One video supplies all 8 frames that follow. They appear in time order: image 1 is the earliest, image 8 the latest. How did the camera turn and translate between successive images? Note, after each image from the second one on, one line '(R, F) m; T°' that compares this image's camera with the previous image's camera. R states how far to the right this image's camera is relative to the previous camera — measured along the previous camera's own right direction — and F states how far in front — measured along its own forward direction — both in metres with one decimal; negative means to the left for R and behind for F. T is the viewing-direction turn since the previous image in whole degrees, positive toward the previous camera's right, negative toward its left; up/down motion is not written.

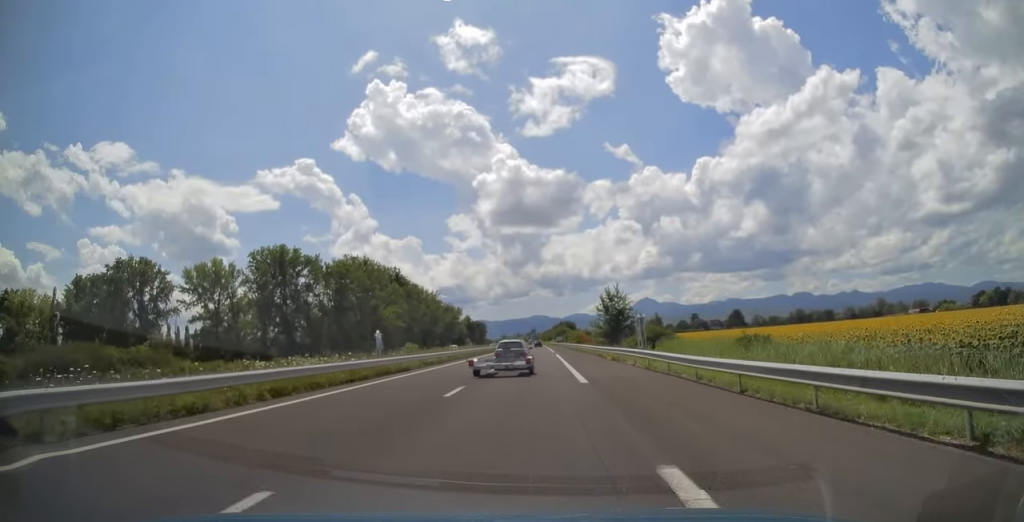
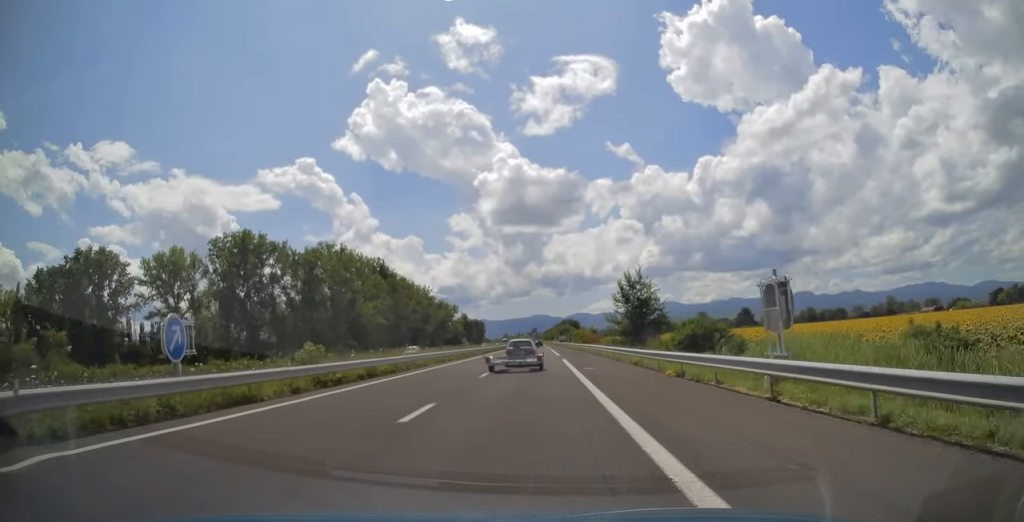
(0.0, +17.8) m; 0°
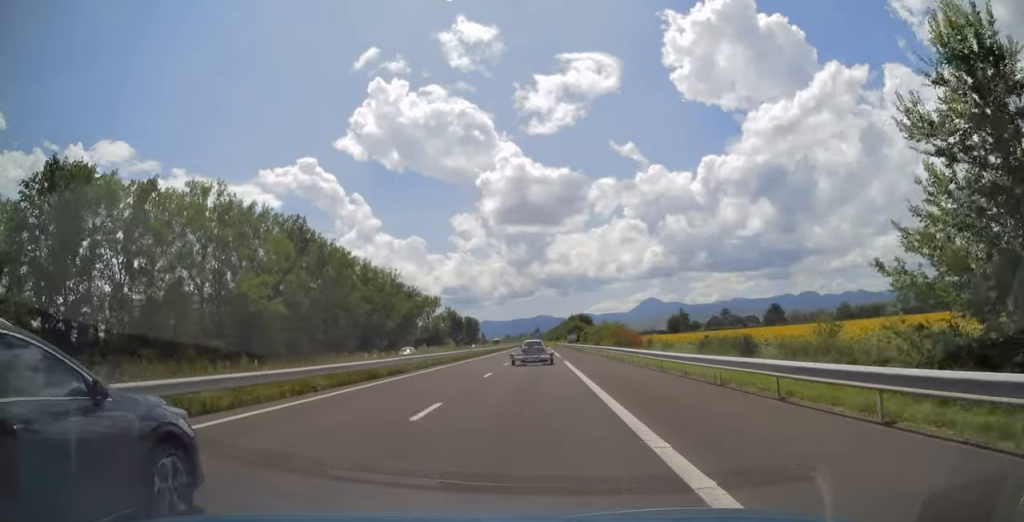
(0.0, +51.8) m; 0°
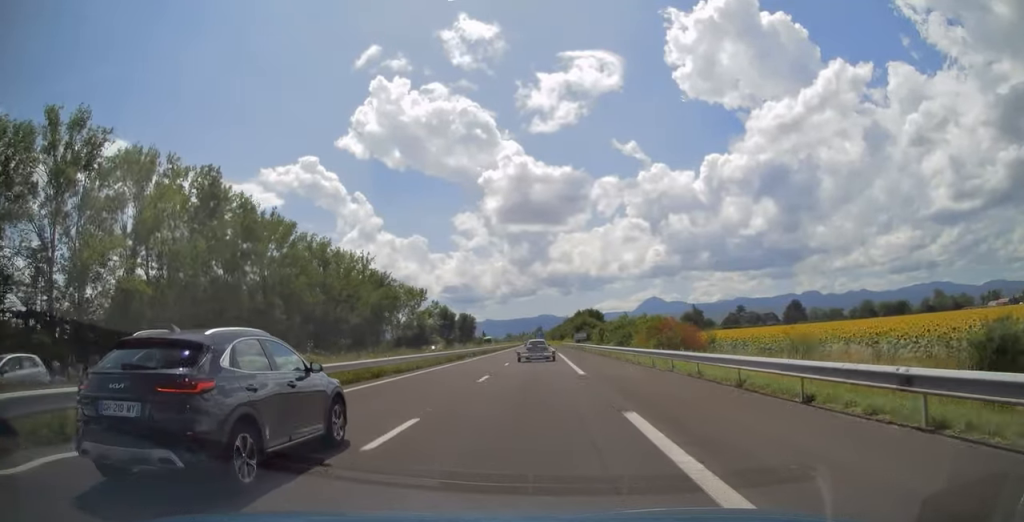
(0.0, +28.8) m; -1°
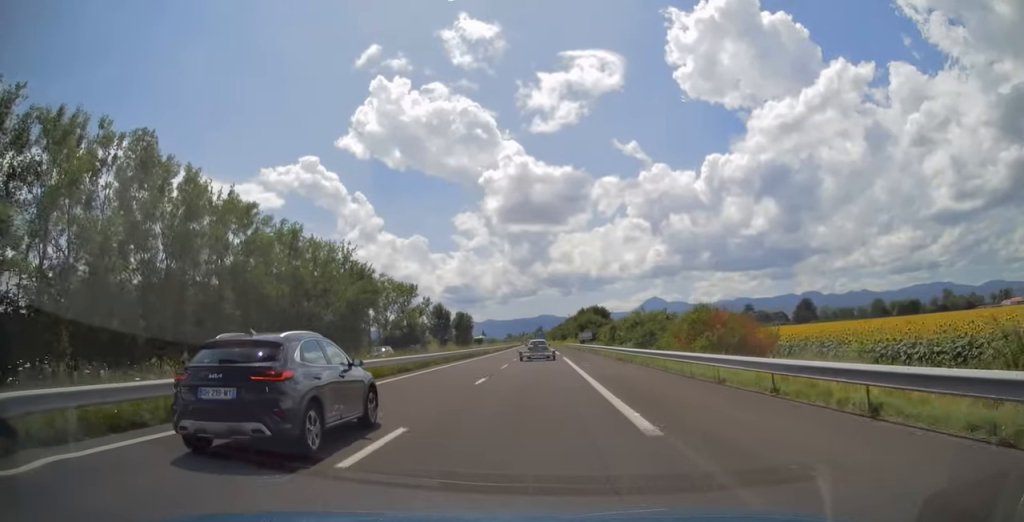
(-0.2, +14.1) m; 0°
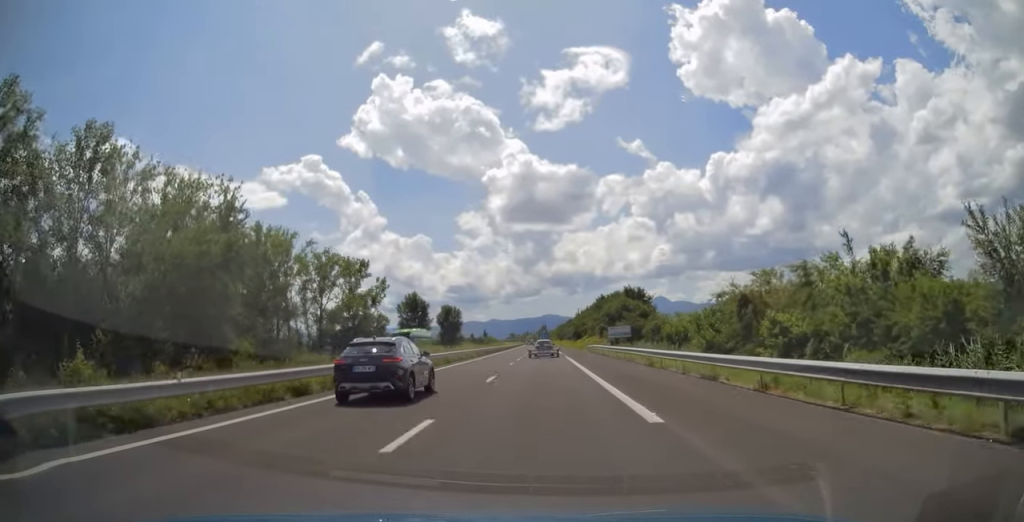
(+0.3, +50.8) m; +1°
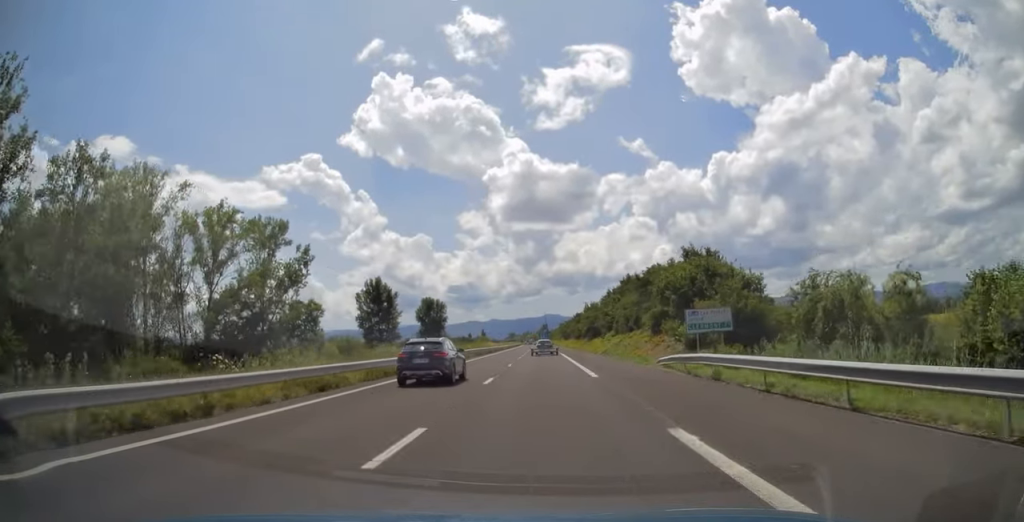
(-0.3, +39.8) m; -1°
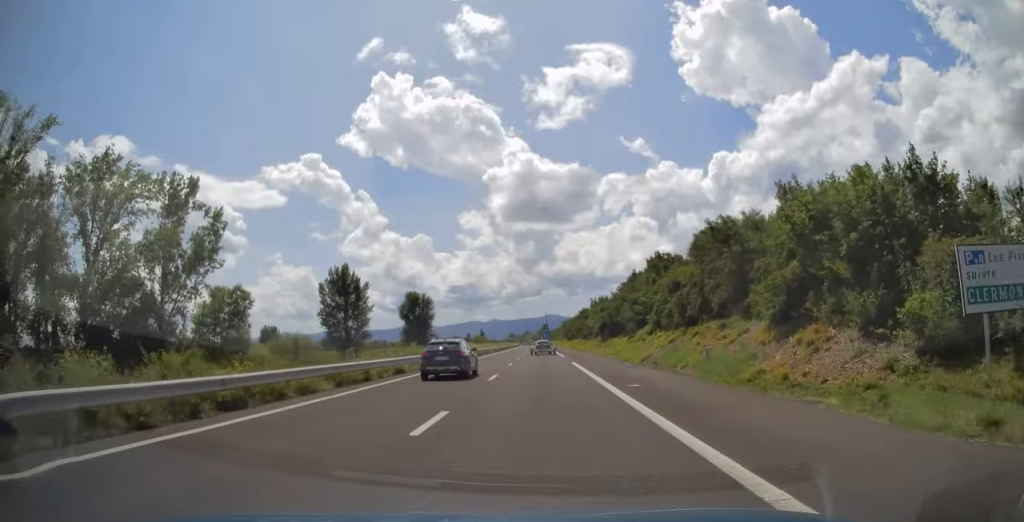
(-0.2, +23.5) m; 0°
